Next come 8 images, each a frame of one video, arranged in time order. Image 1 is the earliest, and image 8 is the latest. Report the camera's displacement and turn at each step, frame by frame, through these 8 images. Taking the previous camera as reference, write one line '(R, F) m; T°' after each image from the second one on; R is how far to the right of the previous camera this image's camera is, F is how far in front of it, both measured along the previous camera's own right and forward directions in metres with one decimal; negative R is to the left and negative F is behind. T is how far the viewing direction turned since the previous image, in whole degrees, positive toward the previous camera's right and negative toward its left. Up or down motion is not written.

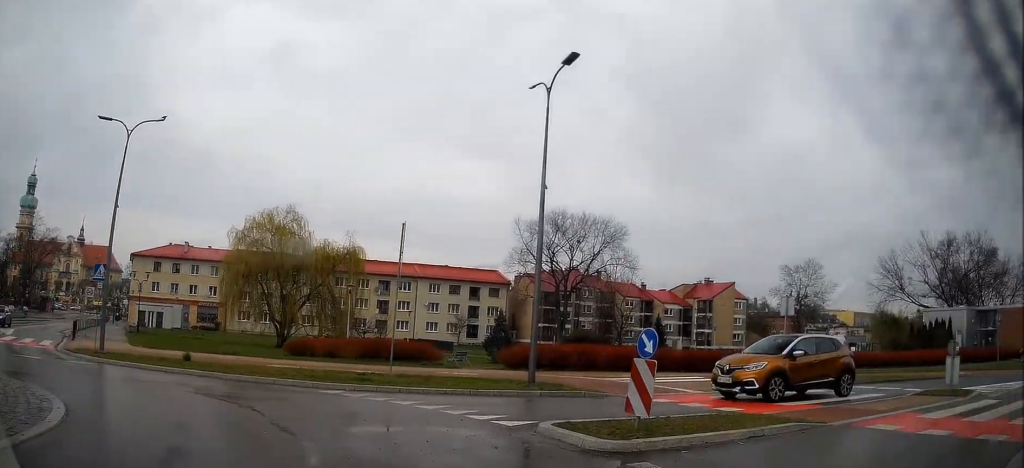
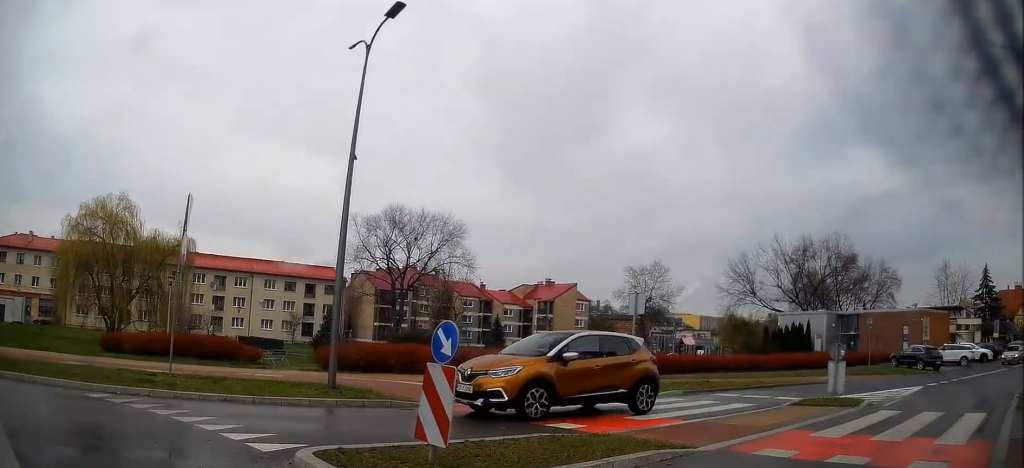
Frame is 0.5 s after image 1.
(+0.3, +2.8) m; +9°
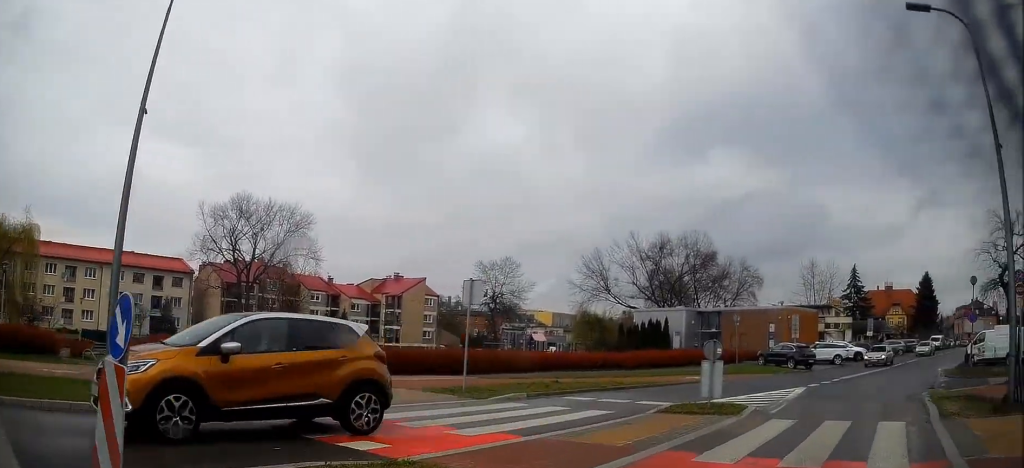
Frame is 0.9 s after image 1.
(+0.4, +2.8) m; +9°
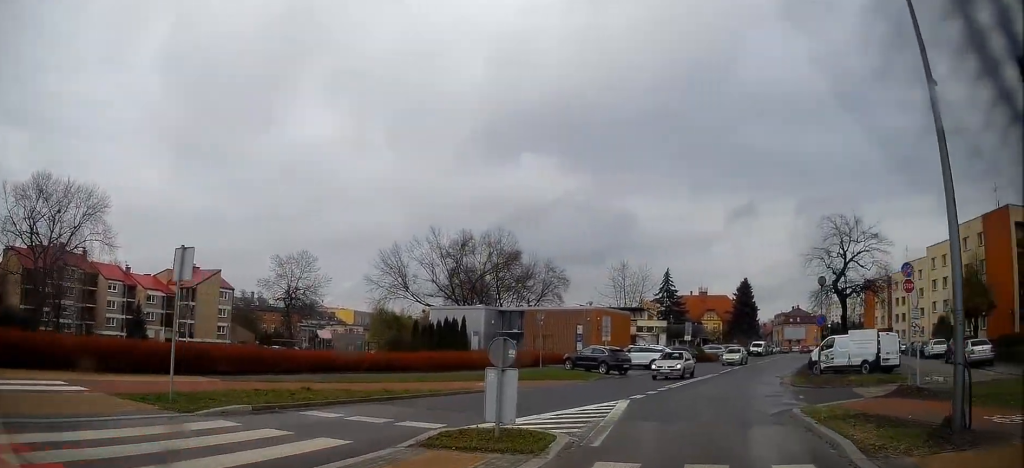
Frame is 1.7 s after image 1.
(+0.6, +4.7) m; +17°
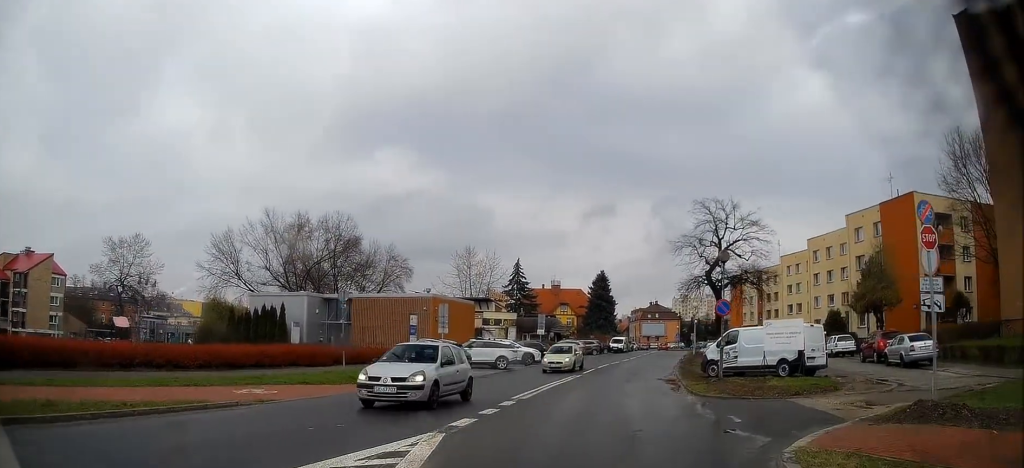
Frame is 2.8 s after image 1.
(+1.7, +7.0) m; +24°
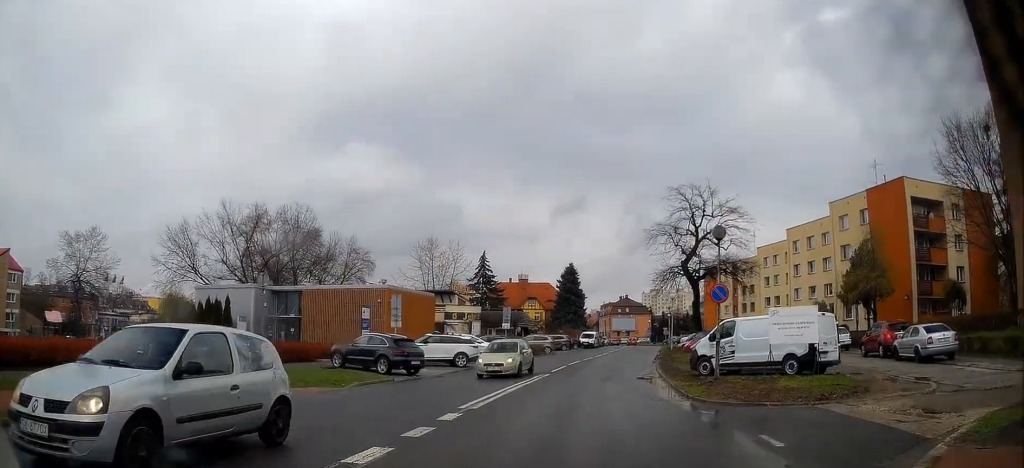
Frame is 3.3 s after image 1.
(+0.3, +3.4) m; +8°
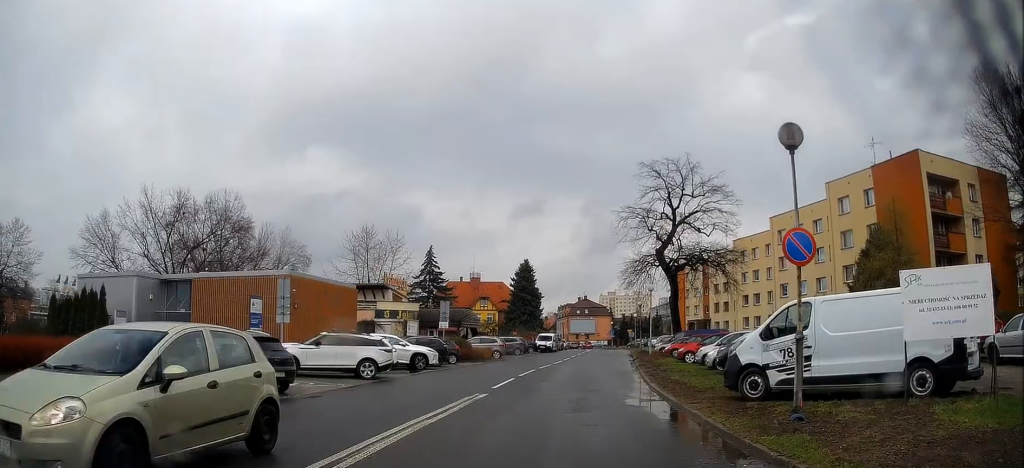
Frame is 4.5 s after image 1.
(+0.6, +8.6) m; +7°
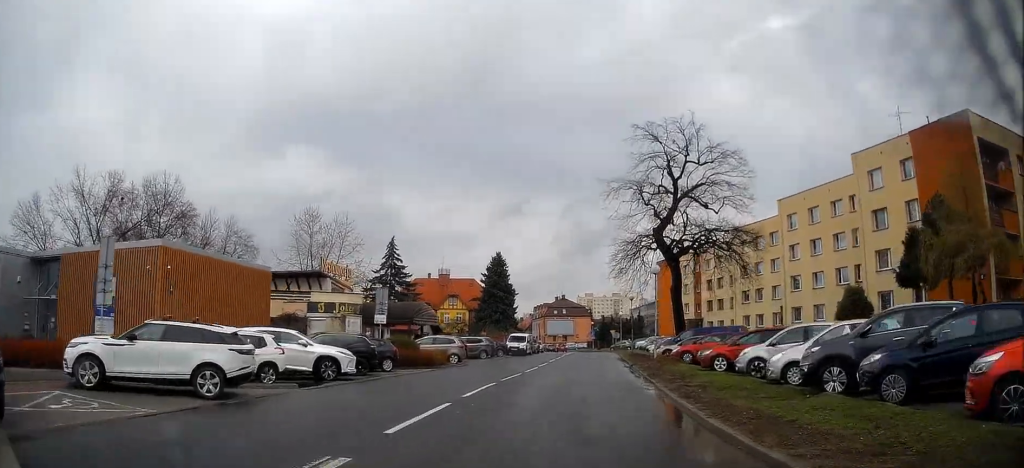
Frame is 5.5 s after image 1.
(+0.5, +8.8) m; +5°
